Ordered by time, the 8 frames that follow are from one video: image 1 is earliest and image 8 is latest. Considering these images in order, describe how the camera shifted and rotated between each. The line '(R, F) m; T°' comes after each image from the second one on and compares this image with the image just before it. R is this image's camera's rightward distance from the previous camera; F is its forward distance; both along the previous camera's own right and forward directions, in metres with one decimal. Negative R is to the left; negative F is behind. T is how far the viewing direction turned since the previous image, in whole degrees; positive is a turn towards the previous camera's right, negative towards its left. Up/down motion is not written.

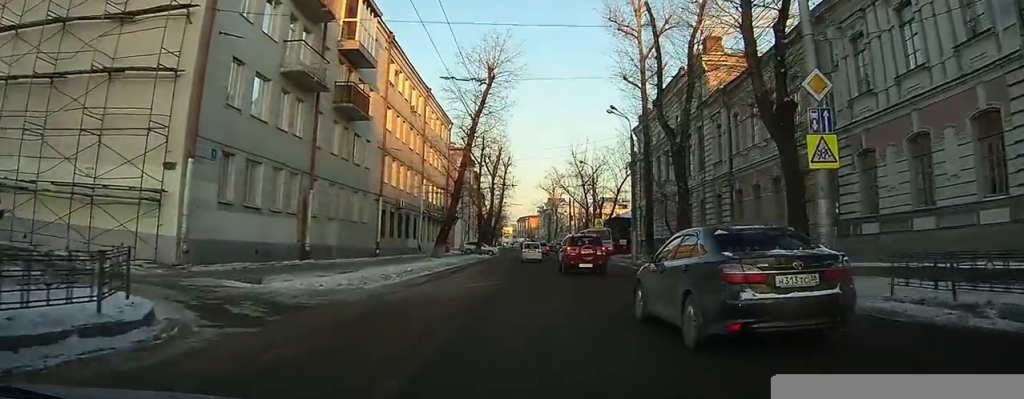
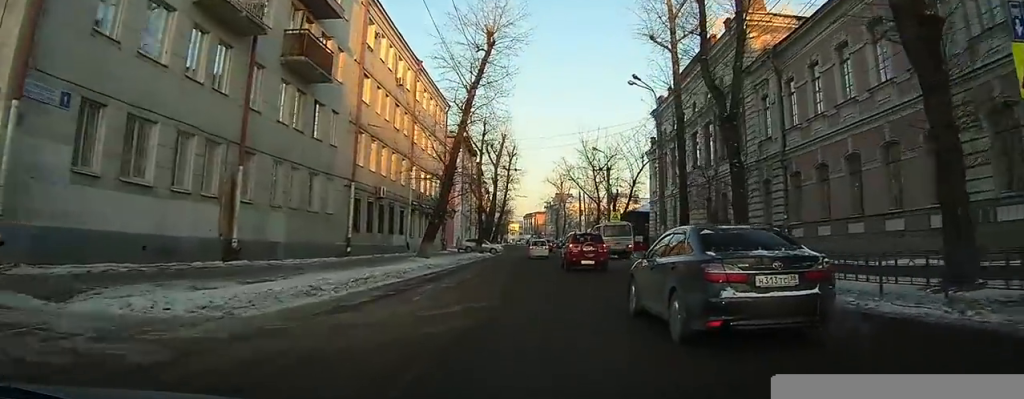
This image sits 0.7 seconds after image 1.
(0.0, +6.9) m; -1°
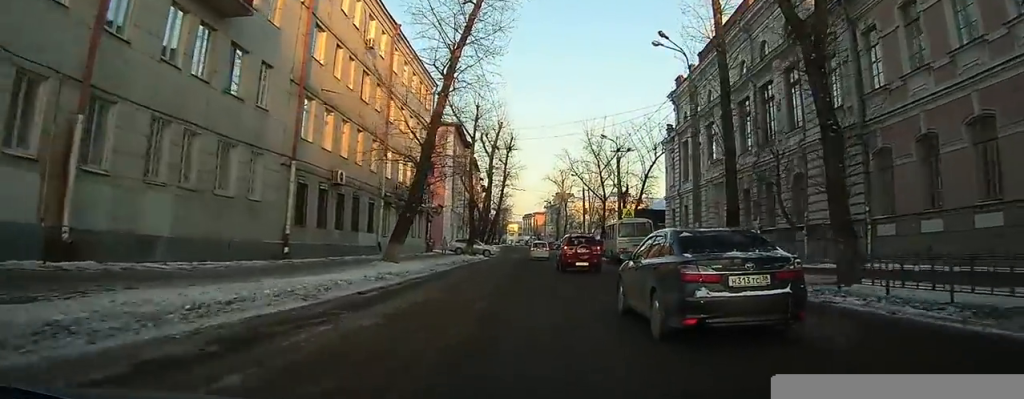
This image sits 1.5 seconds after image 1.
(-0.2, +7.7) m; -1°
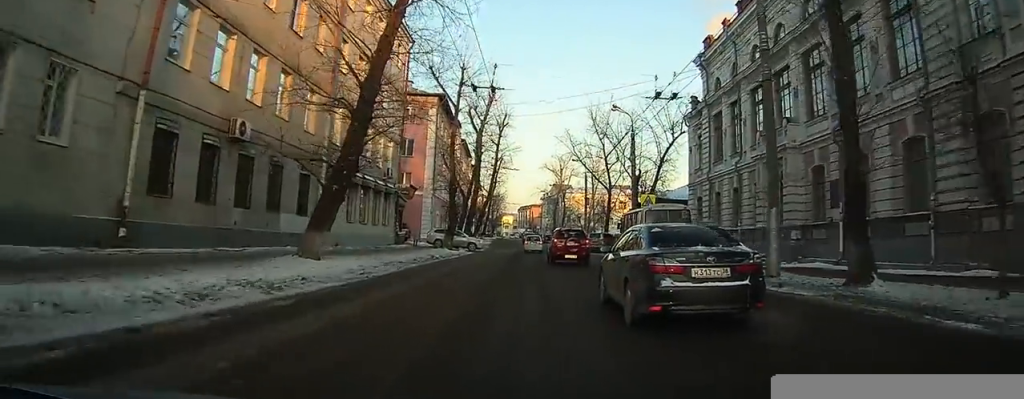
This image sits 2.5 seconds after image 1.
(0.0, +9.9) m; -1°
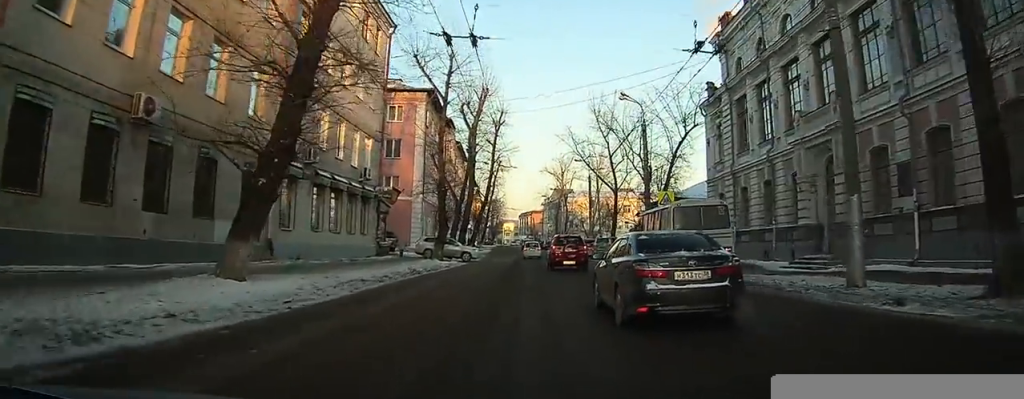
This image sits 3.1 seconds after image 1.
(0.0, +5.3) m; -1°
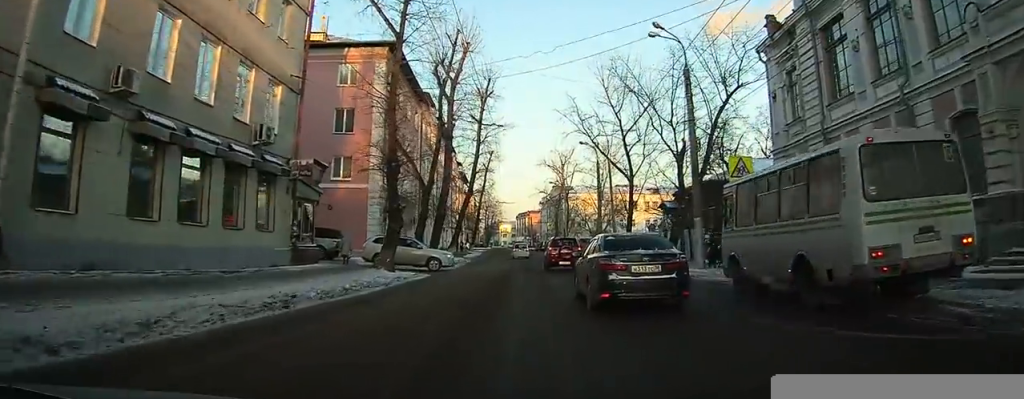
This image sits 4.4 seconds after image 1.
(-0.2, +13.4) m; 0°
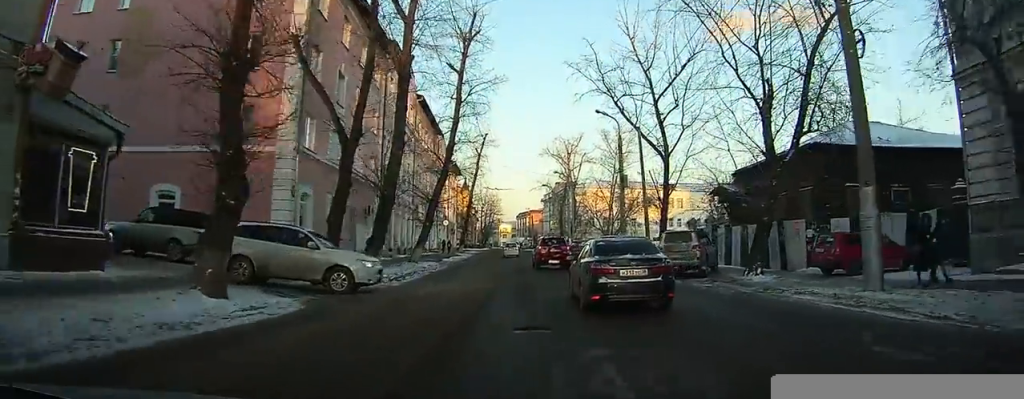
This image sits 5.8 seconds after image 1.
(+0.1, +14.6) m; +1°
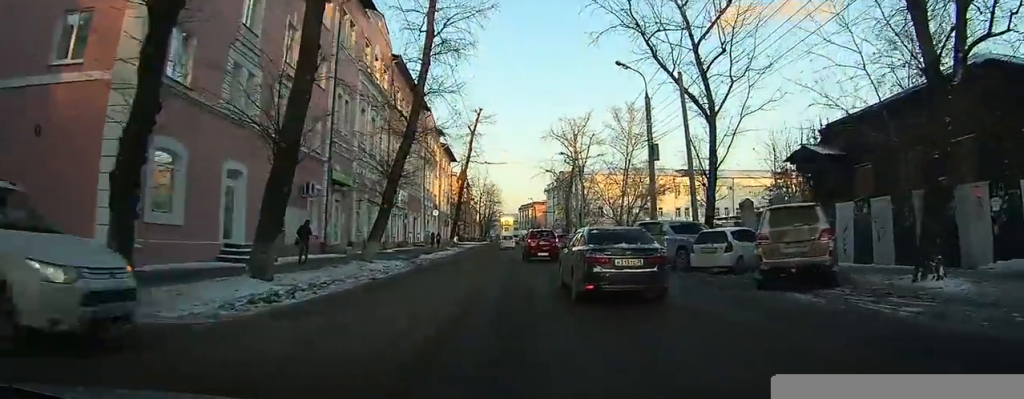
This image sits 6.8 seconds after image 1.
(+0.1, +10.4) m; -1°
